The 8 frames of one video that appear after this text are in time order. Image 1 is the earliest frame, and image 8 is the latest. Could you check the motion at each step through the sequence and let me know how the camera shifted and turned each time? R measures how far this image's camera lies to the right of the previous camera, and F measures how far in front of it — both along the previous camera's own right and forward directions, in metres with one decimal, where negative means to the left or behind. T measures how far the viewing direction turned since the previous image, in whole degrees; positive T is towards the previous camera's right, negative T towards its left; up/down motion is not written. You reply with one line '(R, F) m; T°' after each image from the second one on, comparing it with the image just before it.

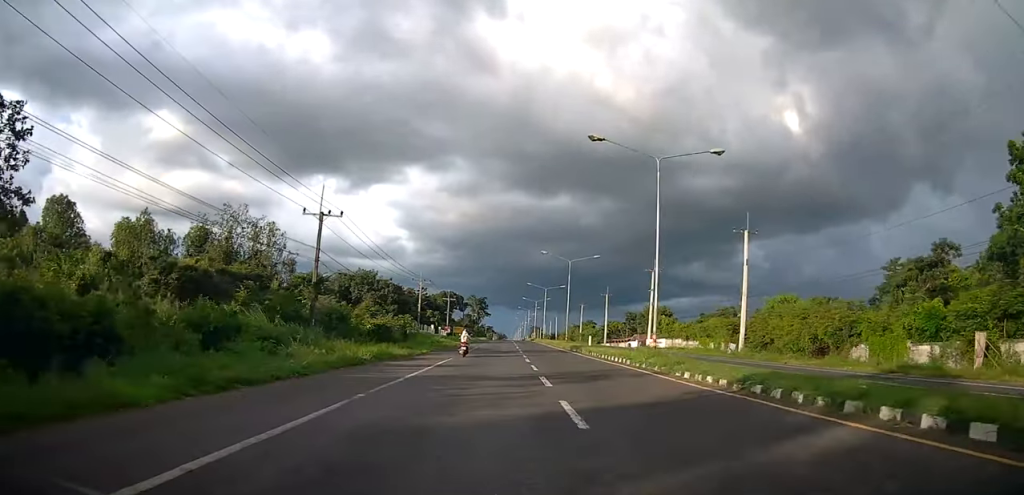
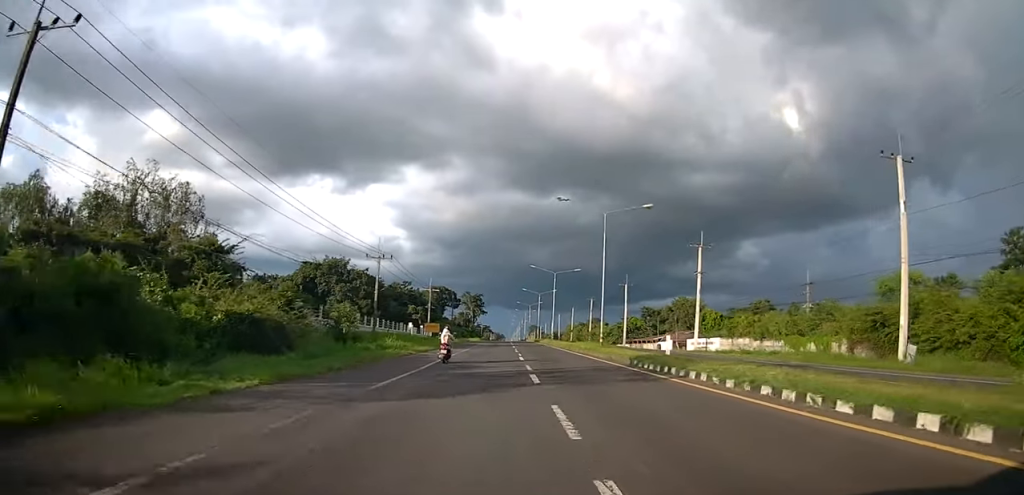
(0.0, +23.5) m; 0°
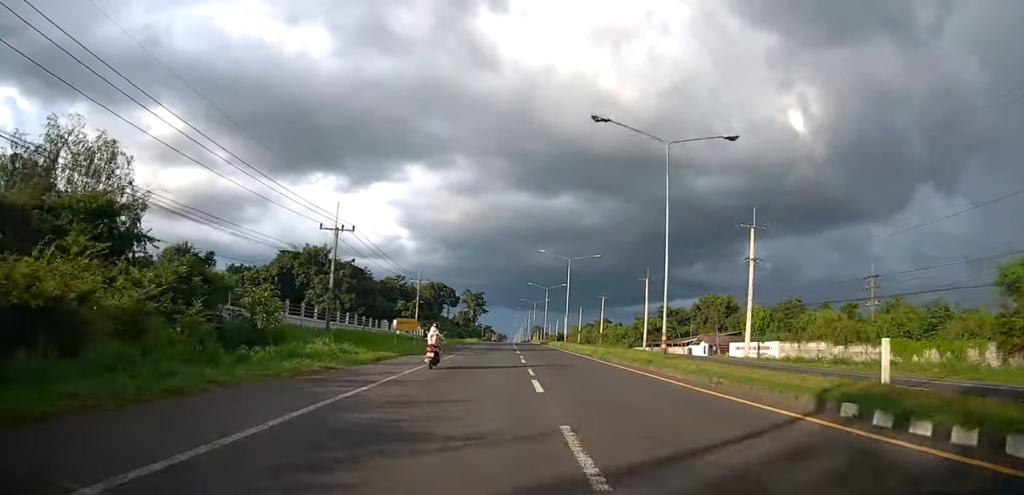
(0.0, +14.0) m; -1°
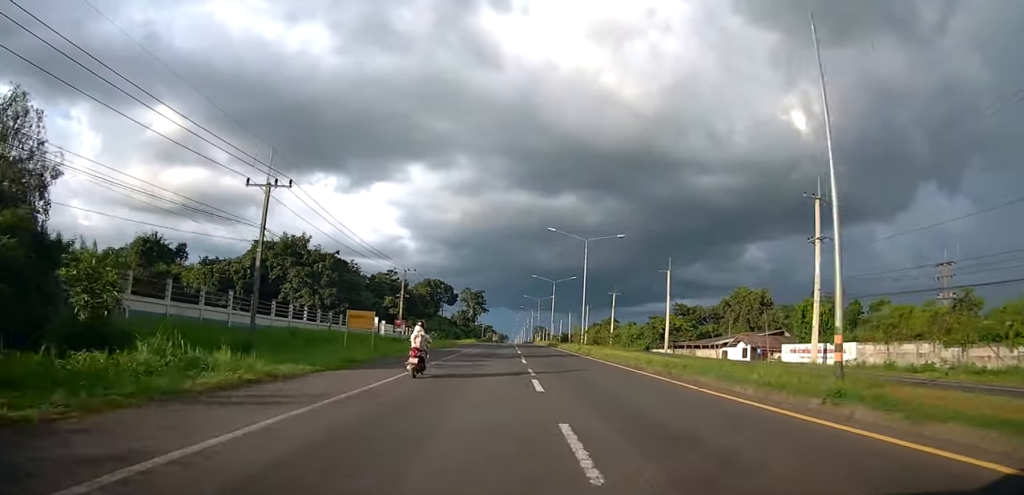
(+0.2, +11.8) m; -1°
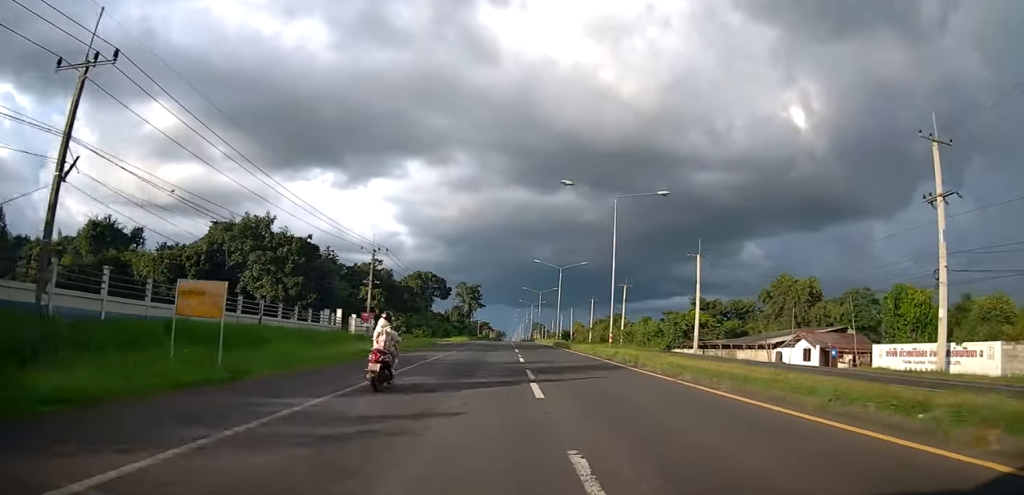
(-0.5, +13.7) m; 0°
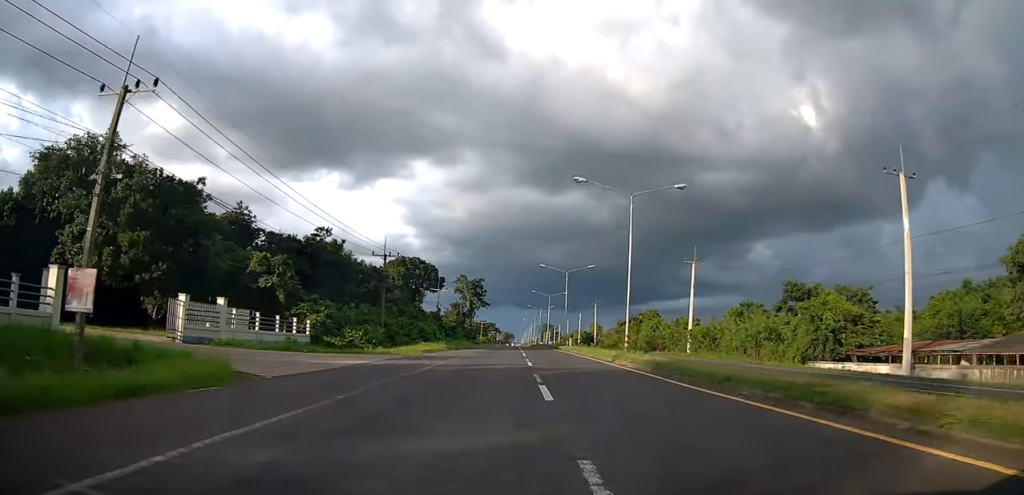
(+0.7, +36.4) m; +1°
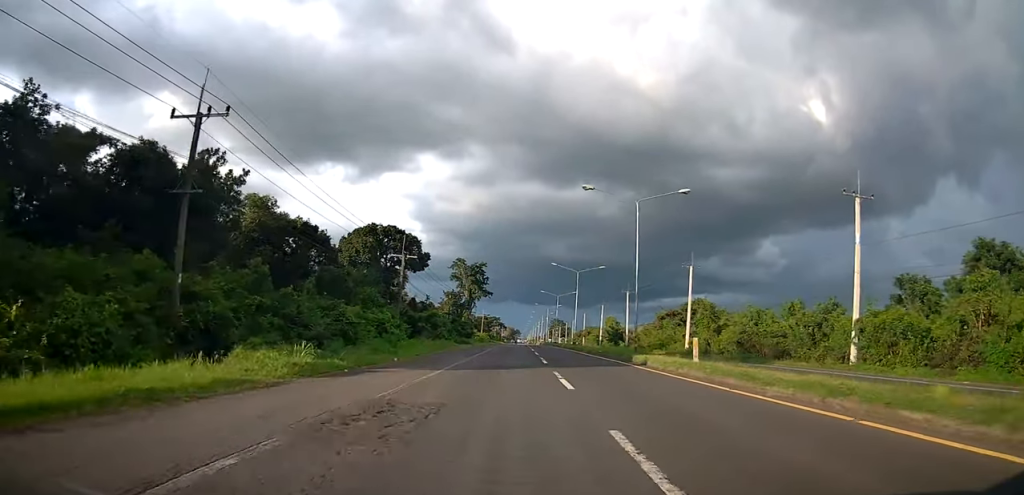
(-1.0, +34.5) m; -3°
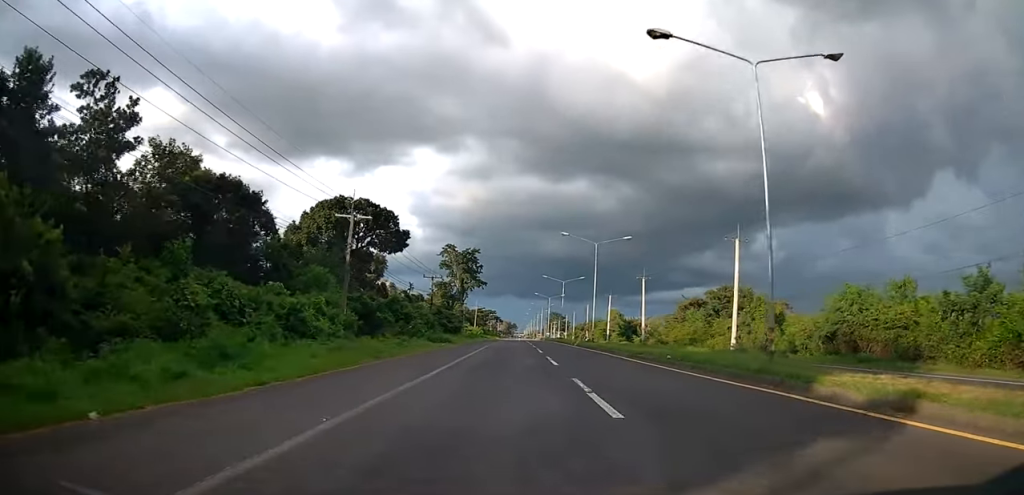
(-0.1, +16.9) m; +1°
